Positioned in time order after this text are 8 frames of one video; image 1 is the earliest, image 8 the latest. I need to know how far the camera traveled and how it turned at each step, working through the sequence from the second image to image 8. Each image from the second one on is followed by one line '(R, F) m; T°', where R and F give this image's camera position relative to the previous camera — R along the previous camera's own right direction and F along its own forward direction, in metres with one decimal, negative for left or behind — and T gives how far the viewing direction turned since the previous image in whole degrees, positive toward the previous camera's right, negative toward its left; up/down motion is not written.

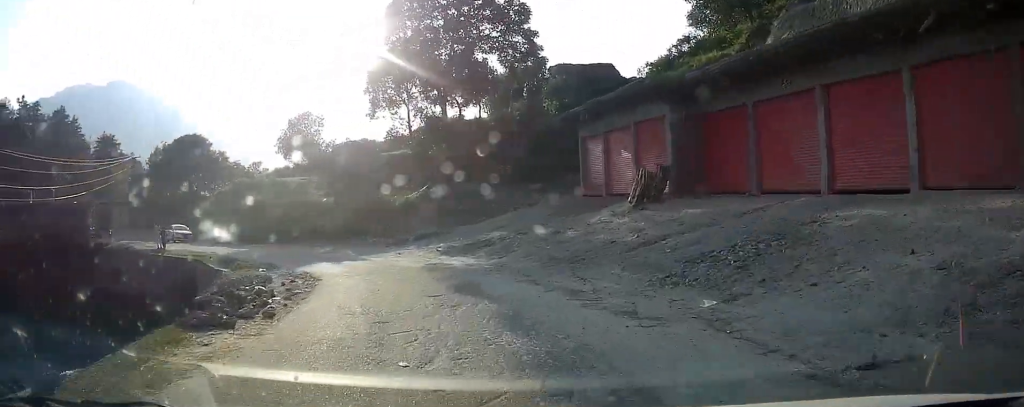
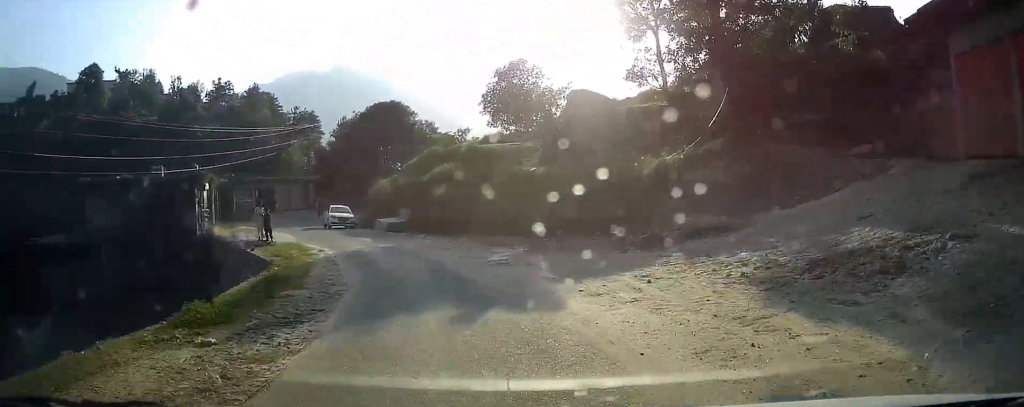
(-2.1, +15.7) m; -21°
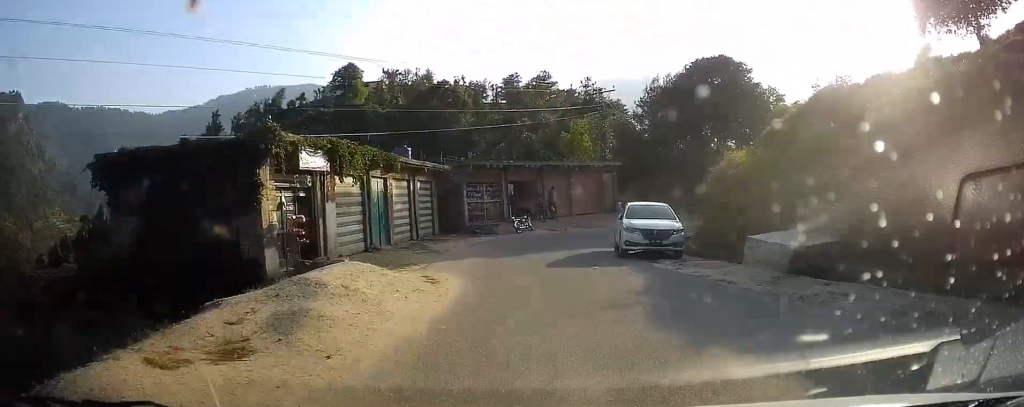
(-7.4, +22.1) m; -32°
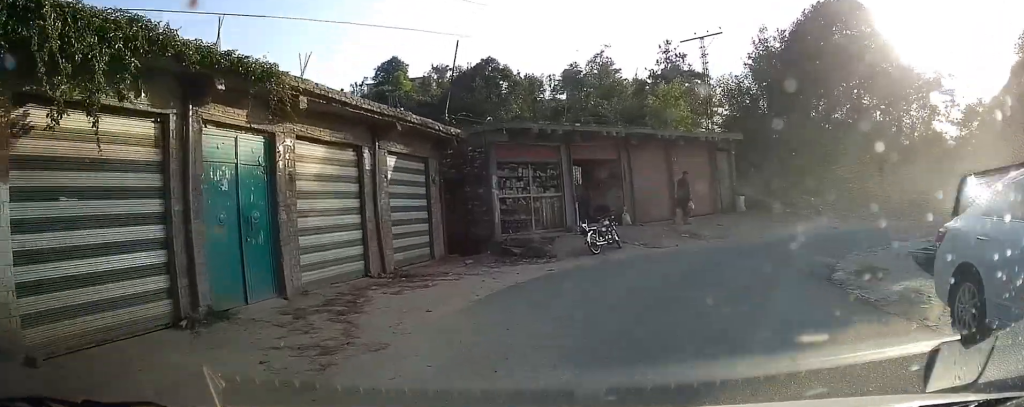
(-1.6, +14.0) m; -9°
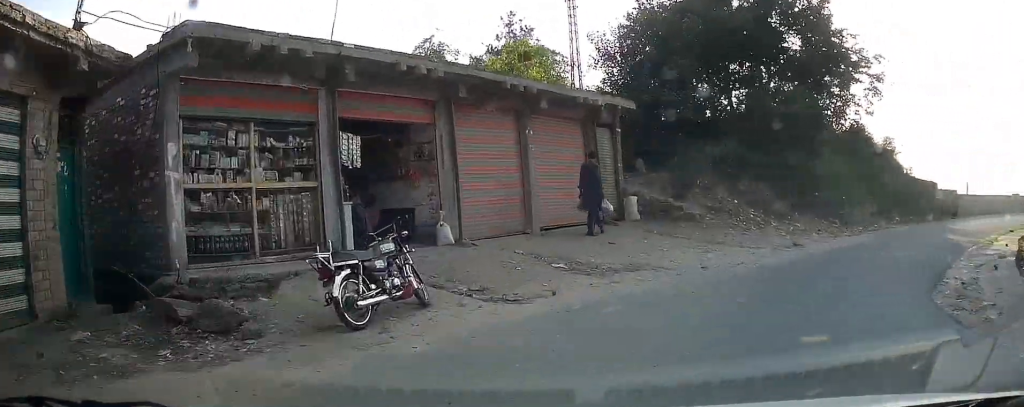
(-0.3, +10.7) m; +10°
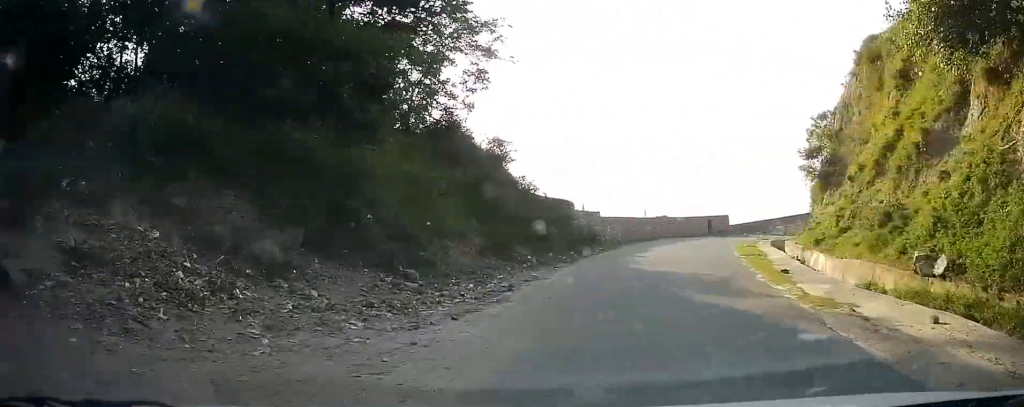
(+2.8, +11.3) m; +32°
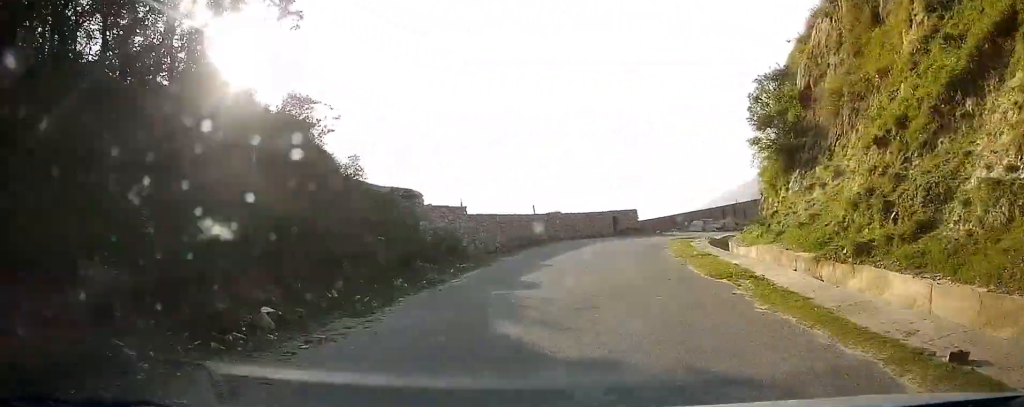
(+1.5, +7.6) m; +15°
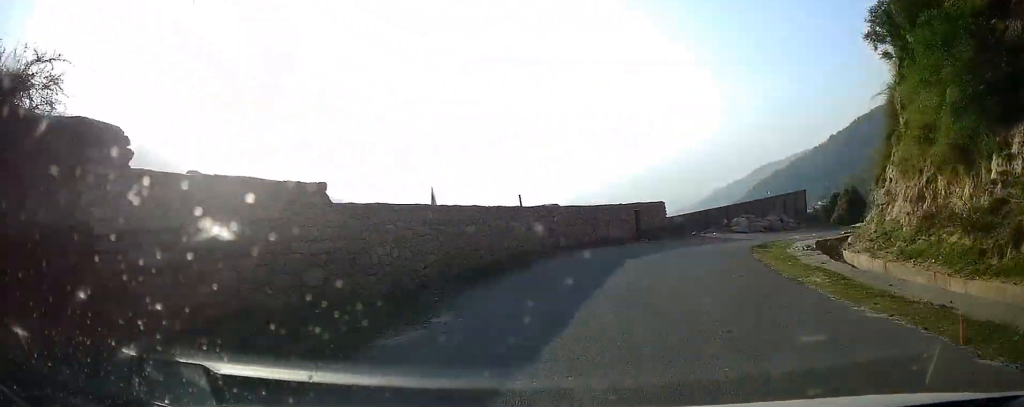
(+1.5, +10.7) m; +10°
